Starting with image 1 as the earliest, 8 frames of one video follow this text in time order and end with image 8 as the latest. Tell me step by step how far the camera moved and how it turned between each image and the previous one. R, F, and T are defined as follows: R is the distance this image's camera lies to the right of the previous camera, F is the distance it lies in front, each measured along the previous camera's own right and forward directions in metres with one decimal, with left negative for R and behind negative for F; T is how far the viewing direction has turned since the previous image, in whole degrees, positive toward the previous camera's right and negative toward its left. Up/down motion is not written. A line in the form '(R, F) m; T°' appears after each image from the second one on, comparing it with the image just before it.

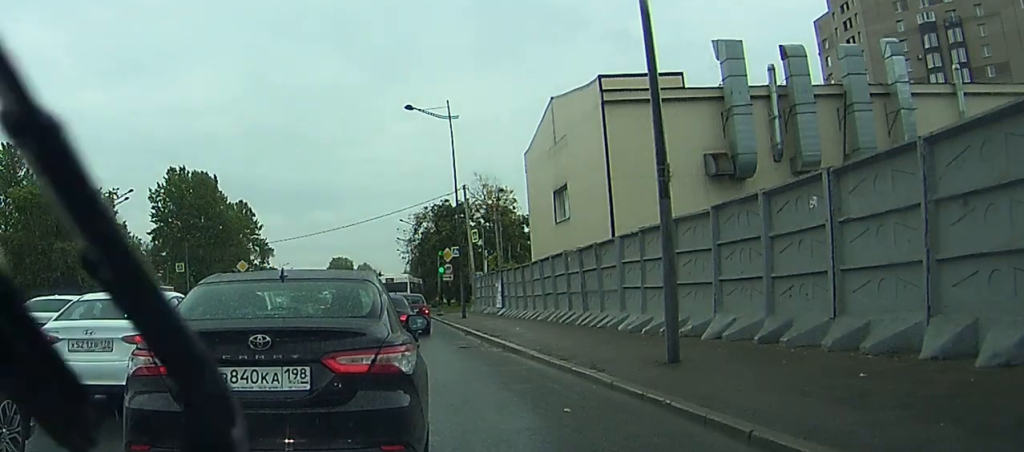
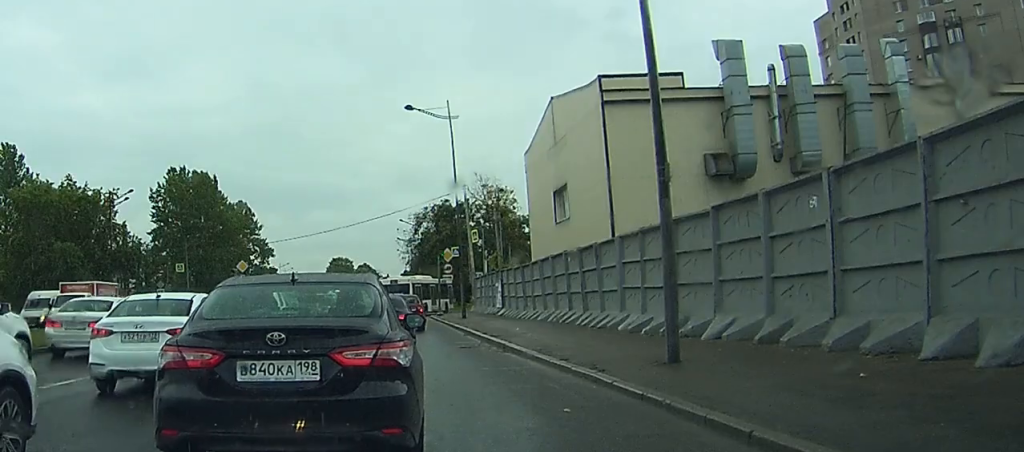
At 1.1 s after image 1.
(0.0, 0.0) m; 0°
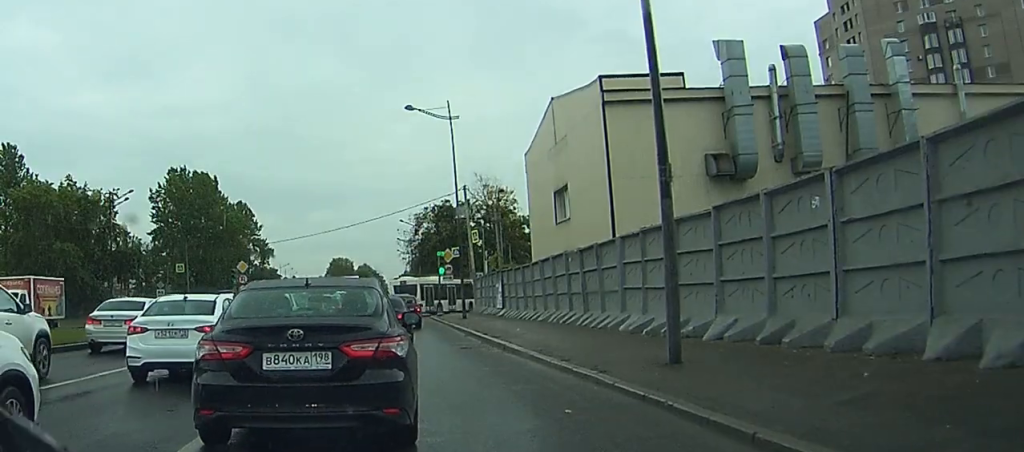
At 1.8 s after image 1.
(0.0, 0.0) m; 0°
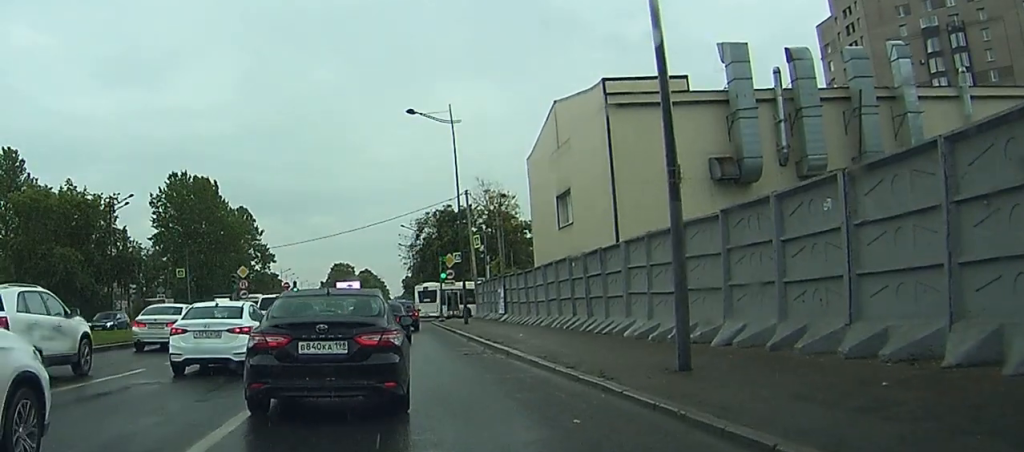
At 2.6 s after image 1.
(0.0, 0.0) m; 0°
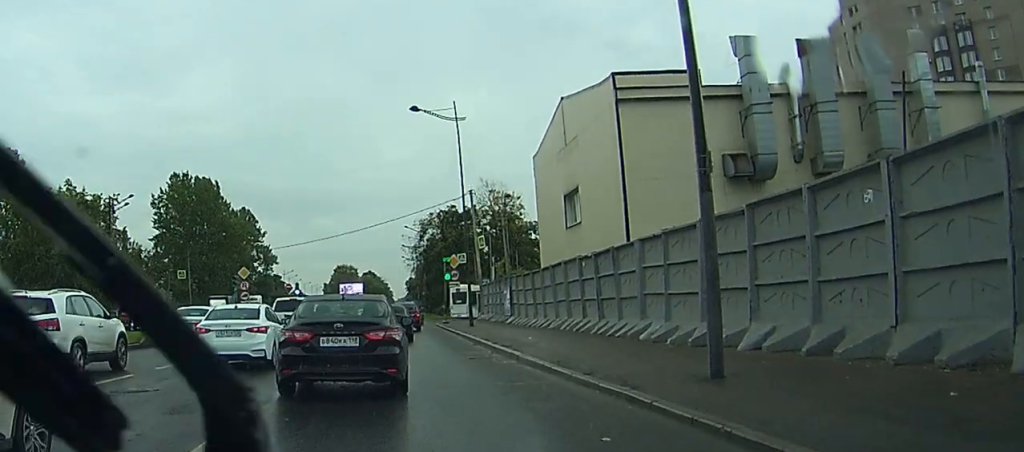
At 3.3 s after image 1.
(+0.2, +0.2) m; 0°
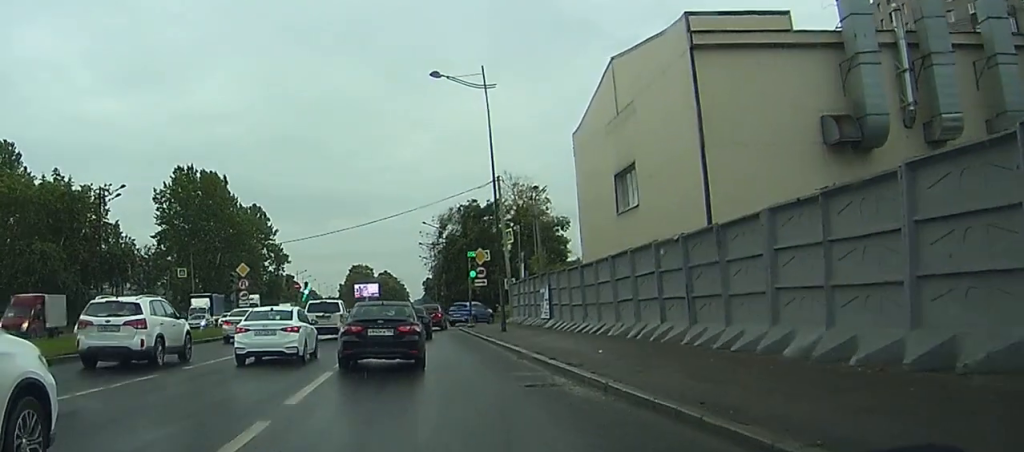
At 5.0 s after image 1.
(-0.1, +2.5) m; -6°
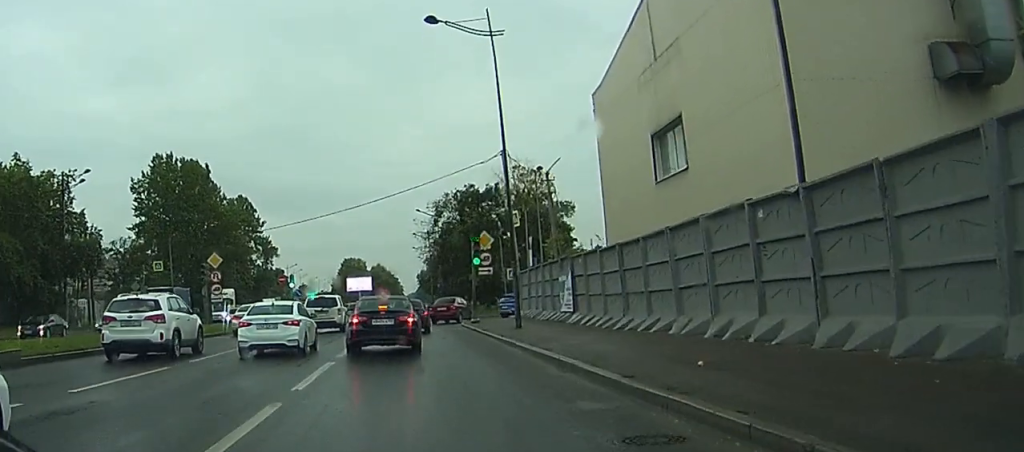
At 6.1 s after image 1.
(0.0, +3.6) m; 0°
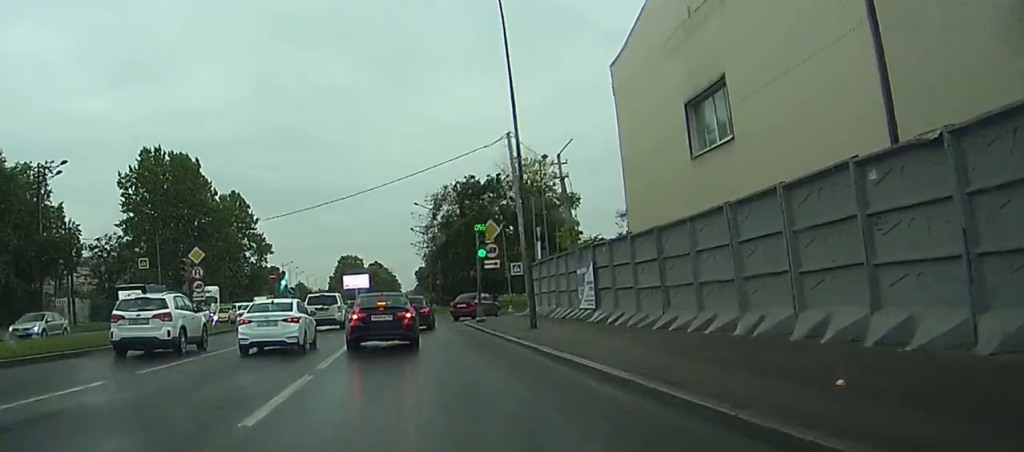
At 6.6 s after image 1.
(0.0, +2.3) m; 0°
